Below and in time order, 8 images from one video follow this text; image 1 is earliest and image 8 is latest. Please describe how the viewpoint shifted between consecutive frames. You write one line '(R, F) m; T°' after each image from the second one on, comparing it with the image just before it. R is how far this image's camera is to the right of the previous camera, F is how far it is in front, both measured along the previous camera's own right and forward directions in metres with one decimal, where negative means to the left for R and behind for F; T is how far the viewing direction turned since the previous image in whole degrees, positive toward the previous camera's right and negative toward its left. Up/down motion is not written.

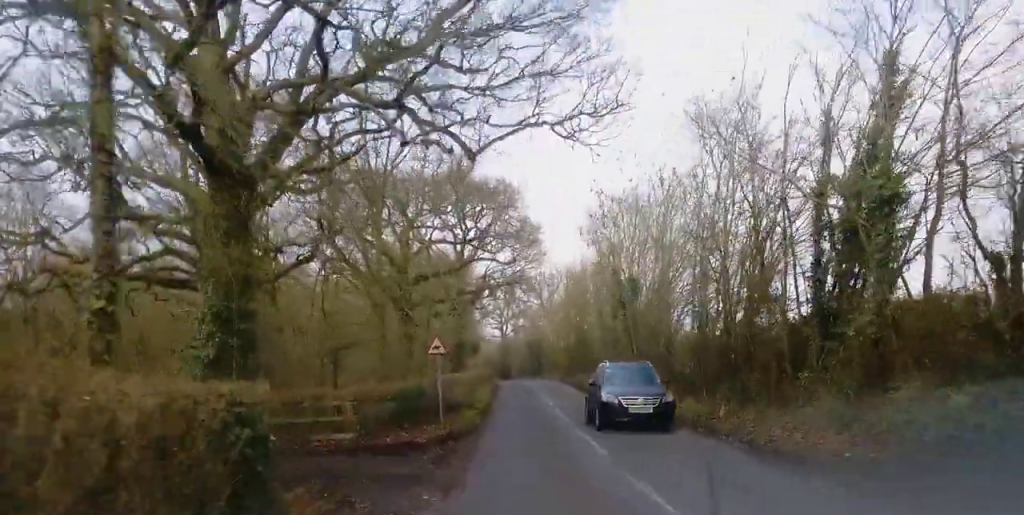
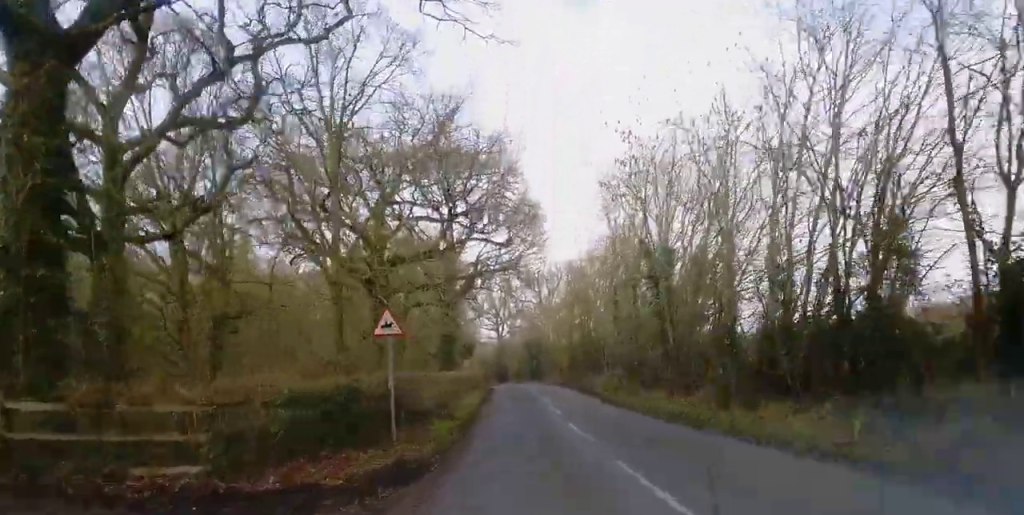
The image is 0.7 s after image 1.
(-0.1, +6.4) m; -1°
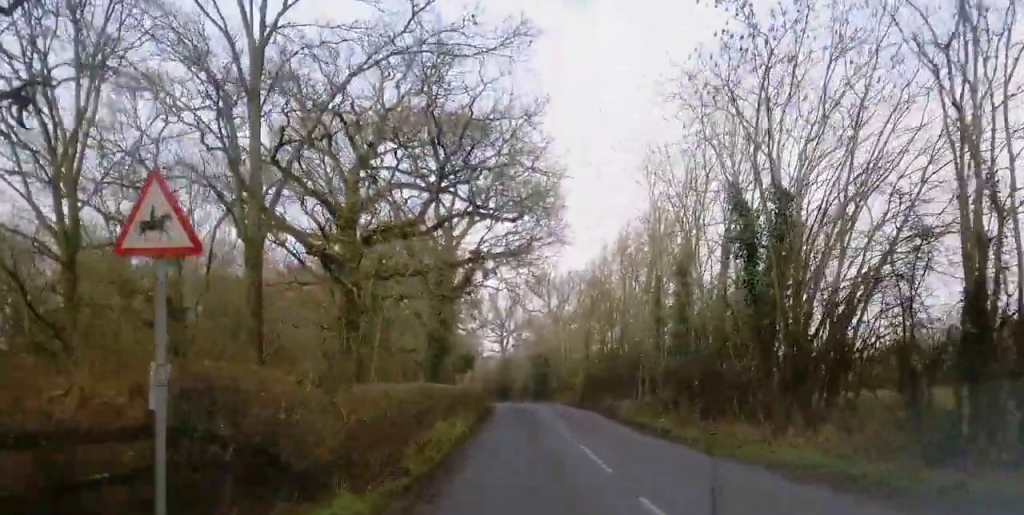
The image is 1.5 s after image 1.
(-0.1, +7.6) m; -4°
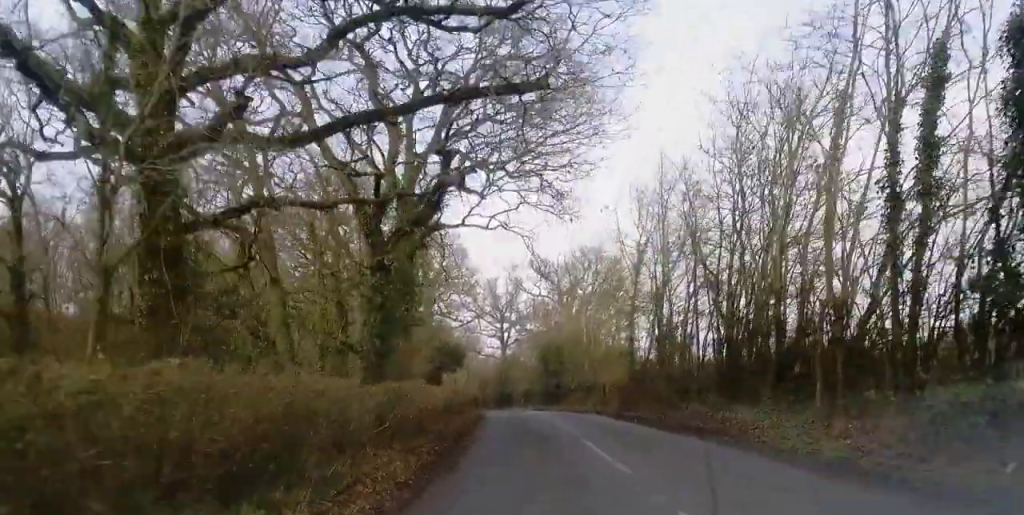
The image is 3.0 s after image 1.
(-0.8, +14.5) m; -1°
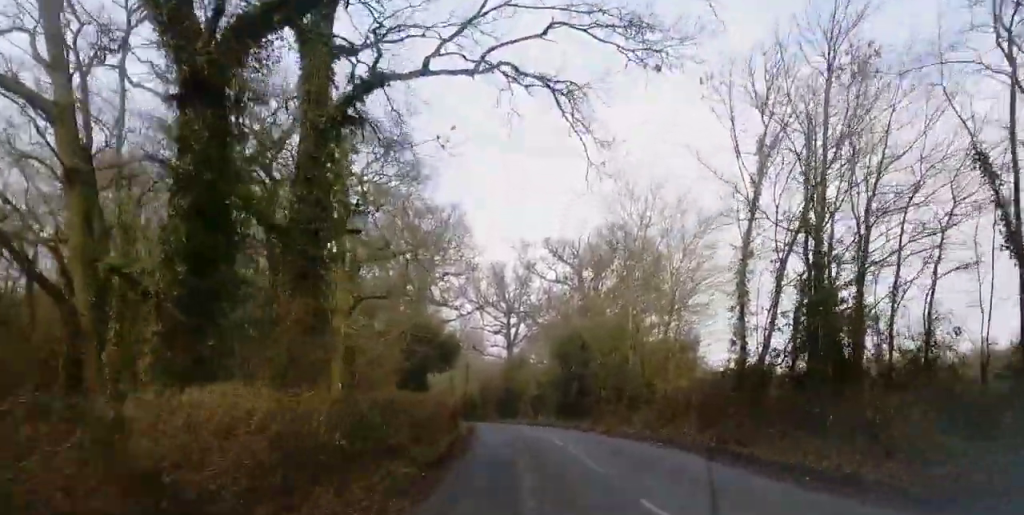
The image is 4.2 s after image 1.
(+1.4, +13.1) m; +10°
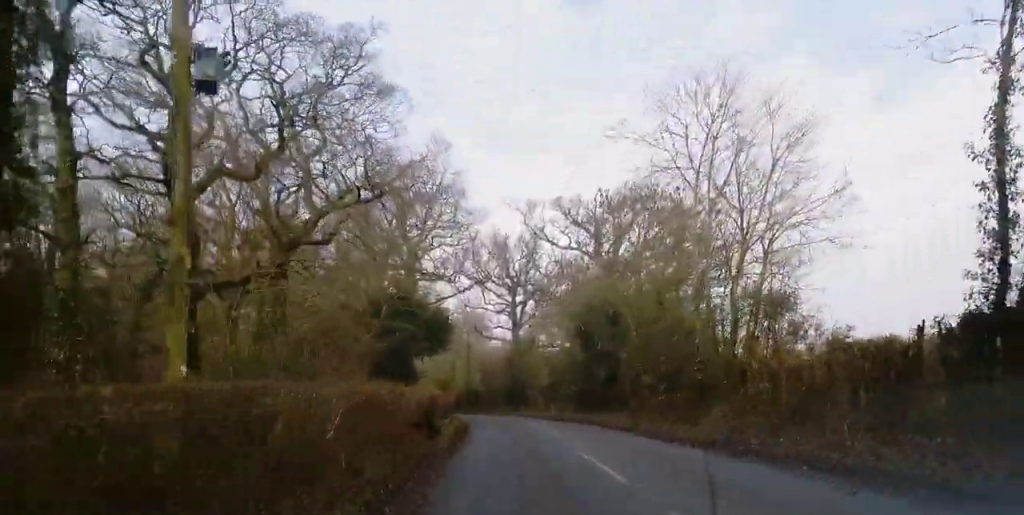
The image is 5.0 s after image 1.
(+0.8, +10.9) m; +1°
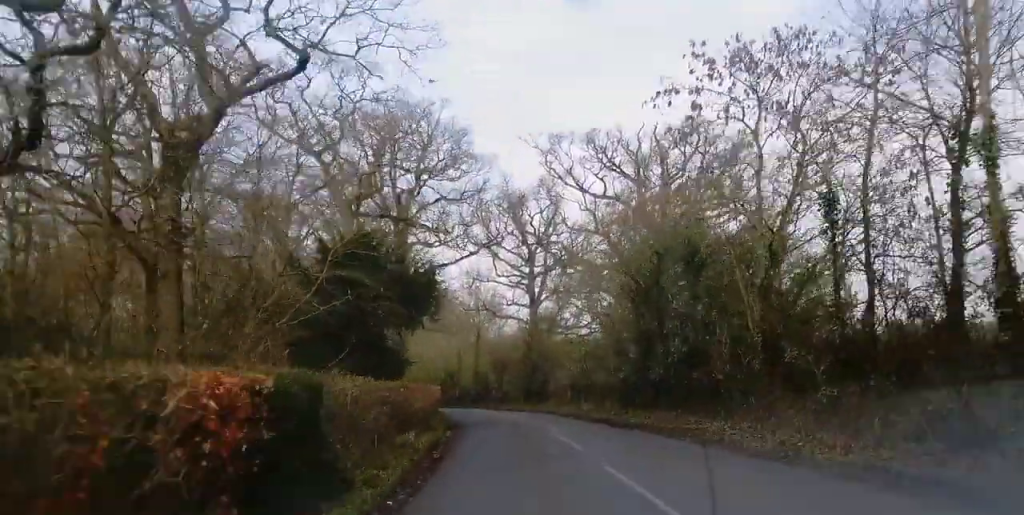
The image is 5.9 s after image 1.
(-0.9, +13.9) m; -4°
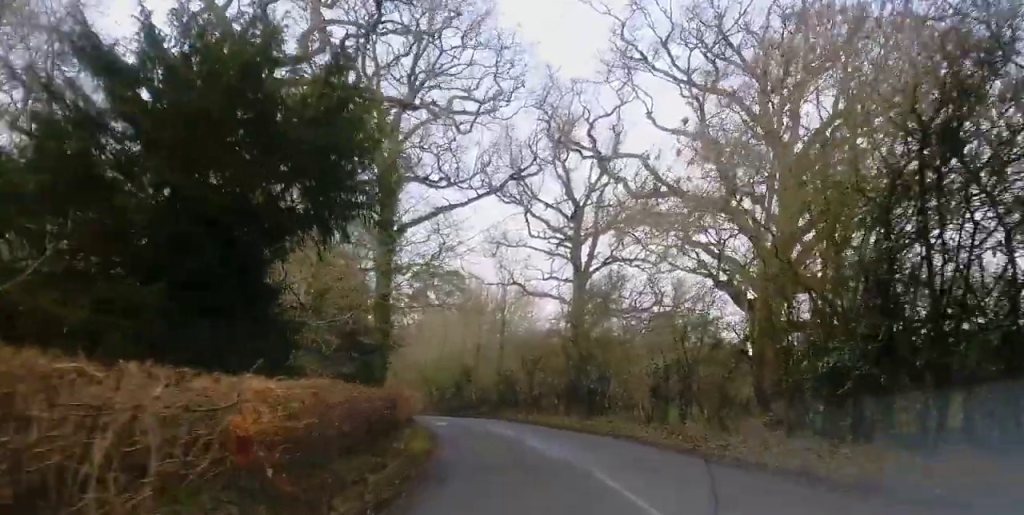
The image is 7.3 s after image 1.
(-0.6, +18.9) m; -3°
